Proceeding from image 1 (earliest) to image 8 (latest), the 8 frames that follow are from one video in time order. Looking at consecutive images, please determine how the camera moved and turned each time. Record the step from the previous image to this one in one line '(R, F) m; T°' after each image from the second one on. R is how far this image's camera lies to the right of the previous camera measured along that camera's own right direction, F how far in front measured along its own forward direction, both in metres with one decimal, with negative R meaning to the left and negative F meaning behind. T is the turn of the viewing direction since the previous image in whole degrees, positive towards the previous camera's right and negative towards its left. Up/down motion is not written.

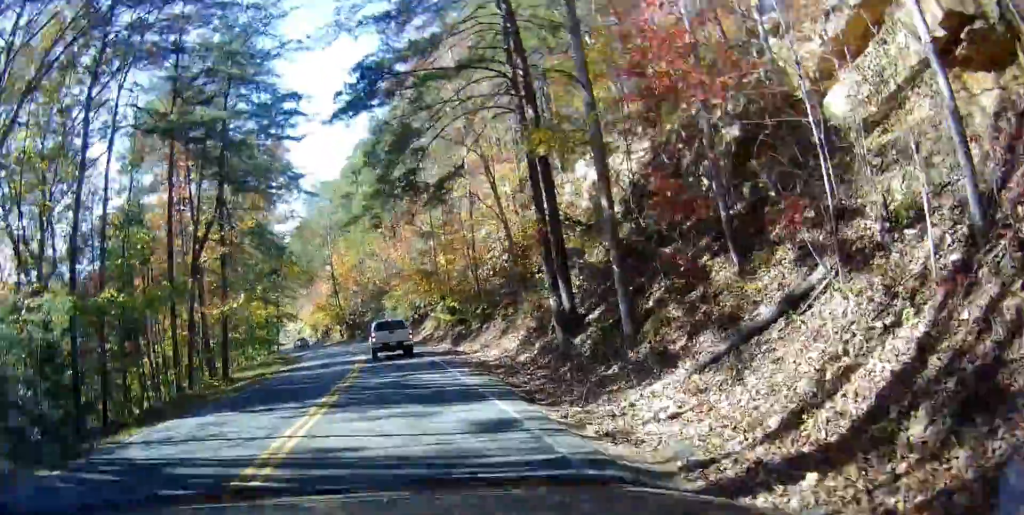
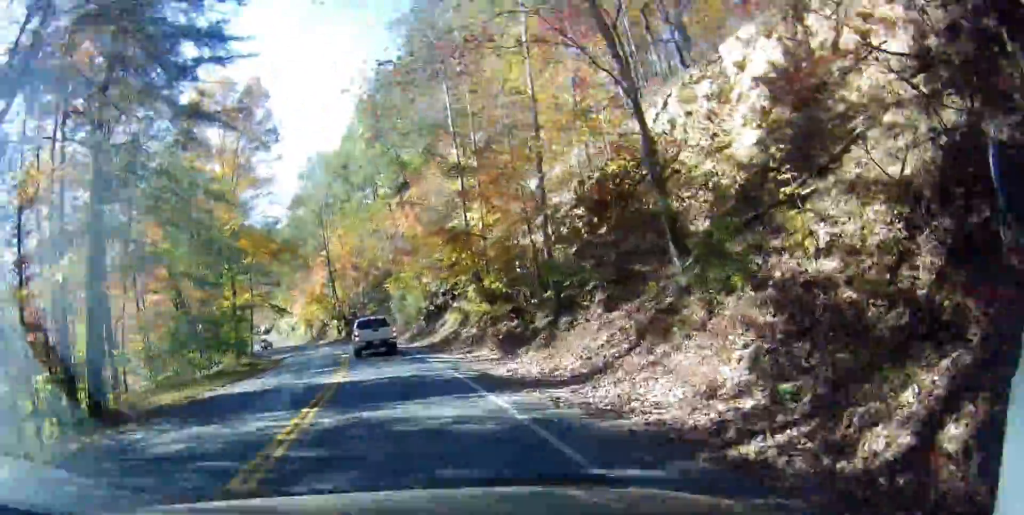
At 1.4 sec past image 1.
(+0.5, +14.4) m; +3°
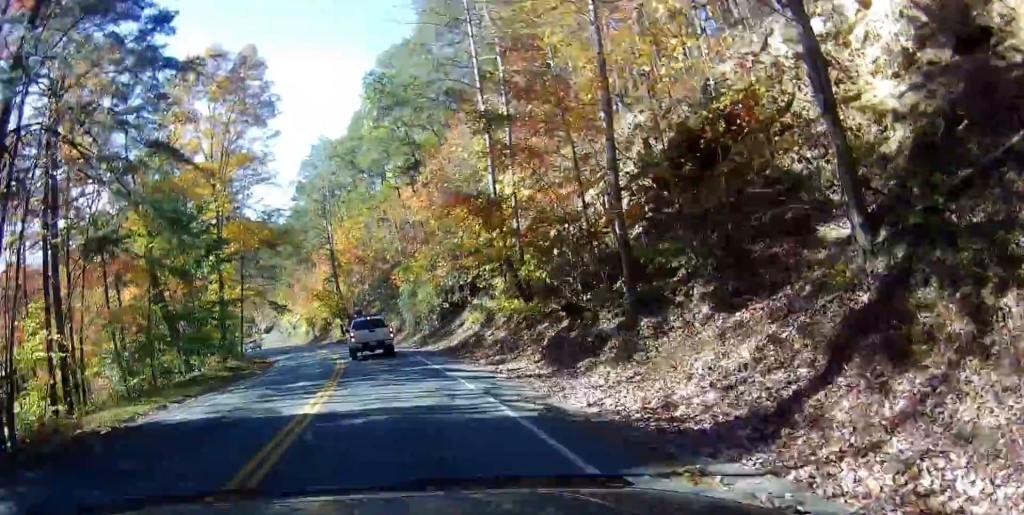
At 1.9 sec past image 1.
(0.0, +5.5) m; -1°
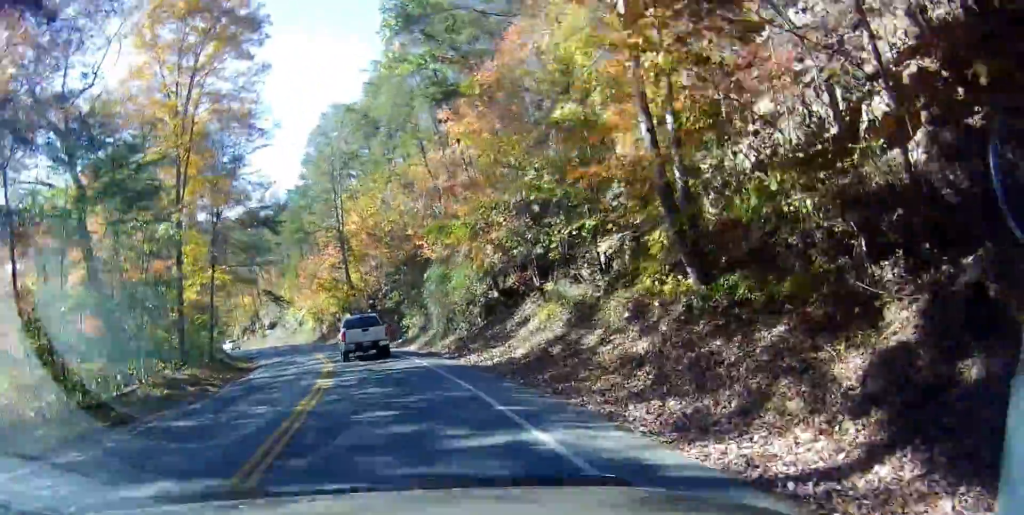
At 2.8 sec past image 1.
(-0.2, +11.1) m; -7°
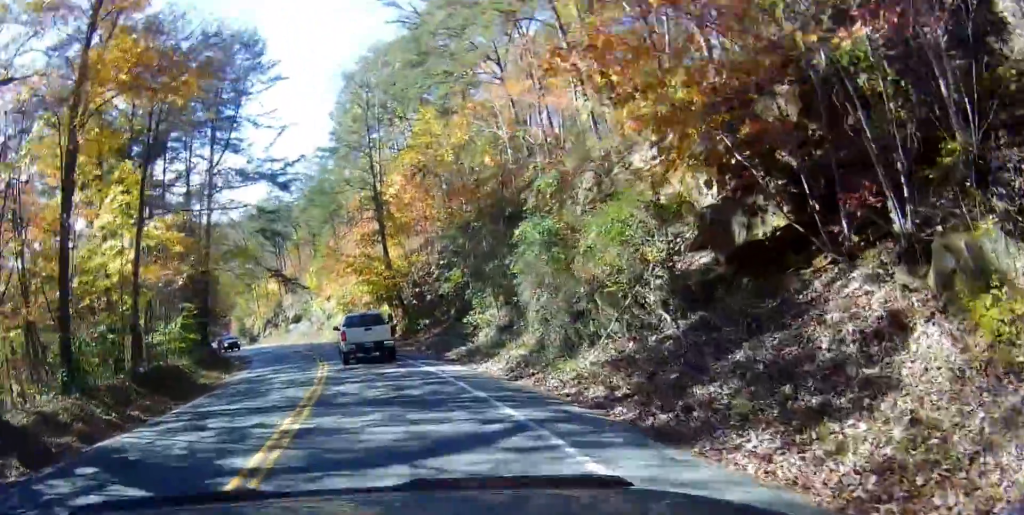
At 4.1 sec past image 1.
(-1.9, +14.7) m; -10°
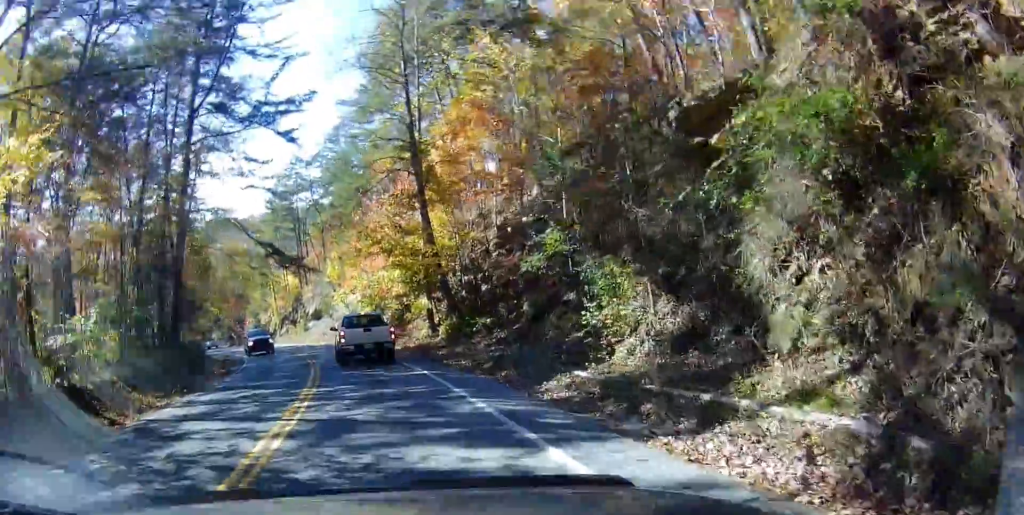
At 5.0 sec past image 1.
(-0.3, +11.7) m; +2°
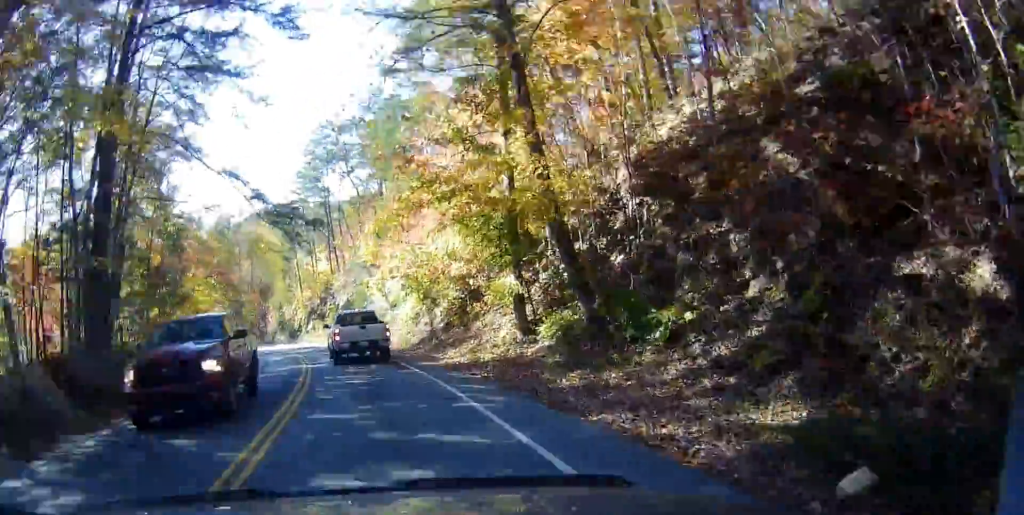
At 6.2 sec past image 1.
(+1.1, +13.5) m; +7°
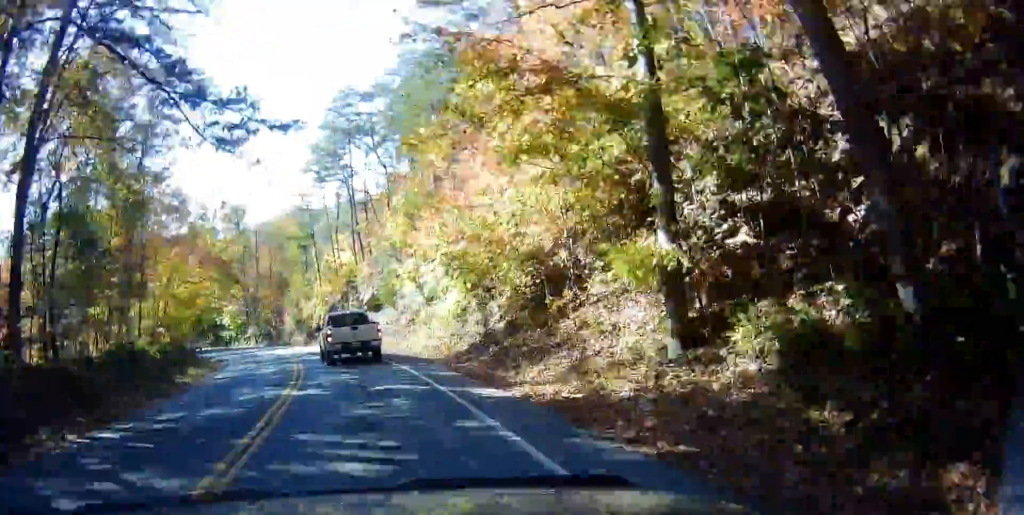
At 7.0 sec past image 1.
(+0.3, +9.3) m; +1°
